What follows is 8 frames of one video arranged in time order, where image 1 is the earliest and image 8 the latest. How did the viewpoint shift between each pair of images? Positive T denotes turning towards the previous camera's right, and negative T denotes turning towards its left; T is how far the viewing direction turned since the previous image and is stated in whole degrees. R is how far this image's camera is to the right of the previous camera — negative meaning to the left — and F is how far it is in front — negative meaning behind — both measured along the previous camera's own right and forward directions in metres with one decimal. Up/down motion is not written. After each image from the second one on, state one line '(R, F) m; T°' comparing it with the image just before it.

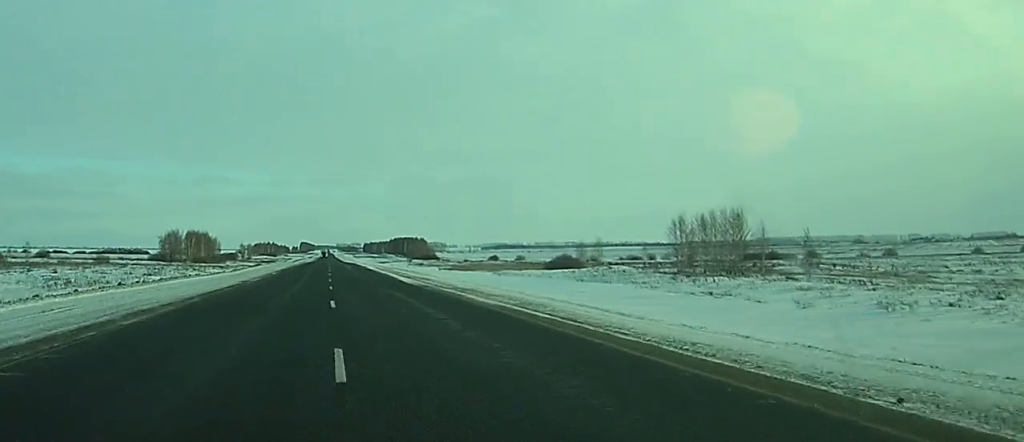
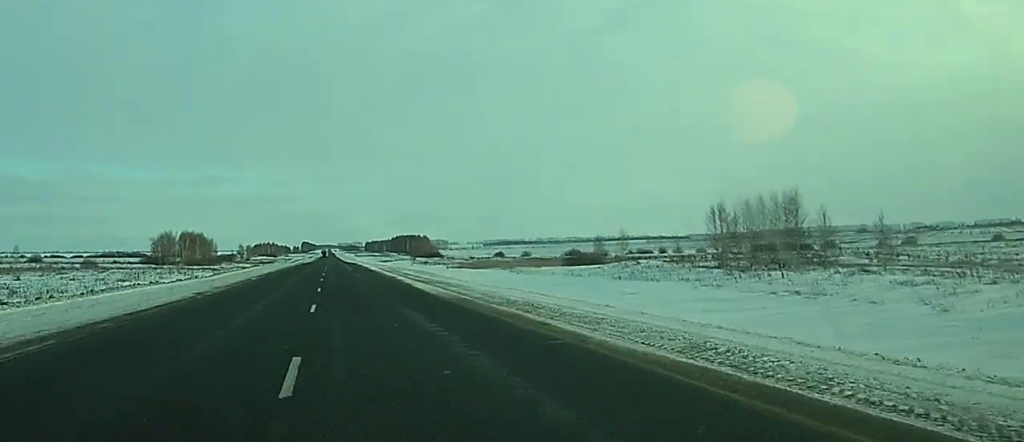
(+0.2, +12.7) m; +1°
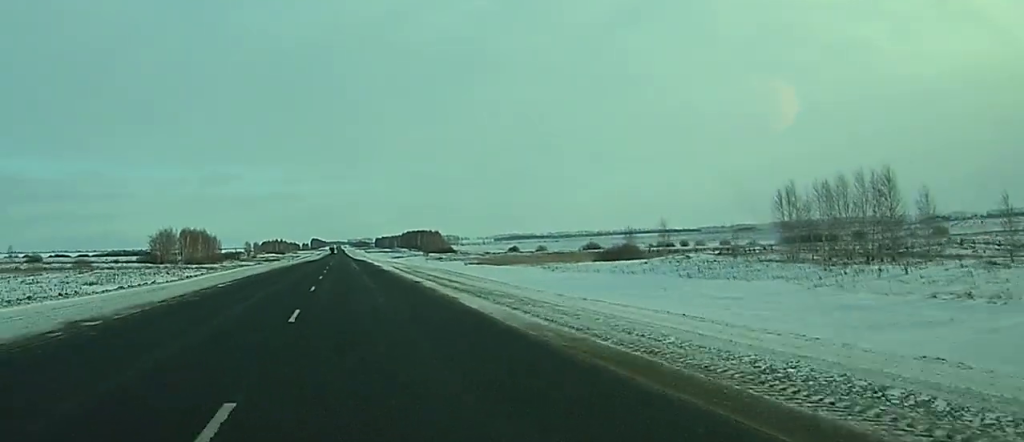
(+0.1, +14.7) m; +1°
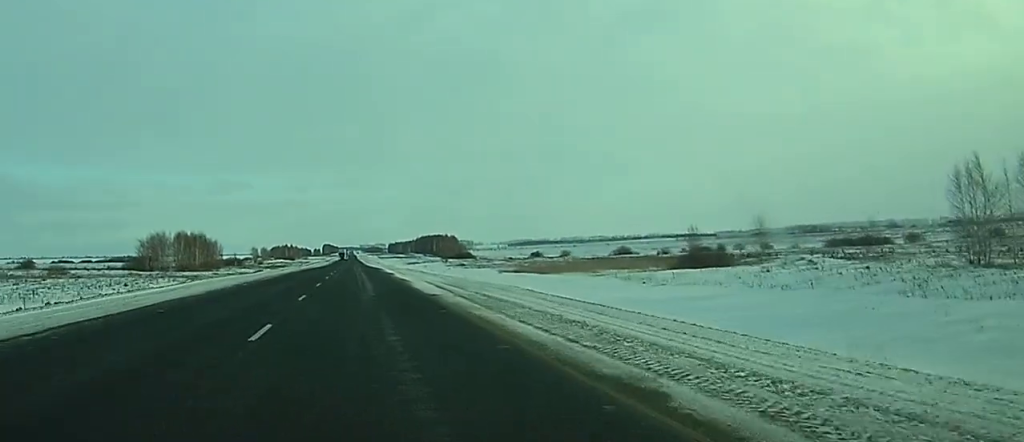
(+0.2, +27.1) m; 0°
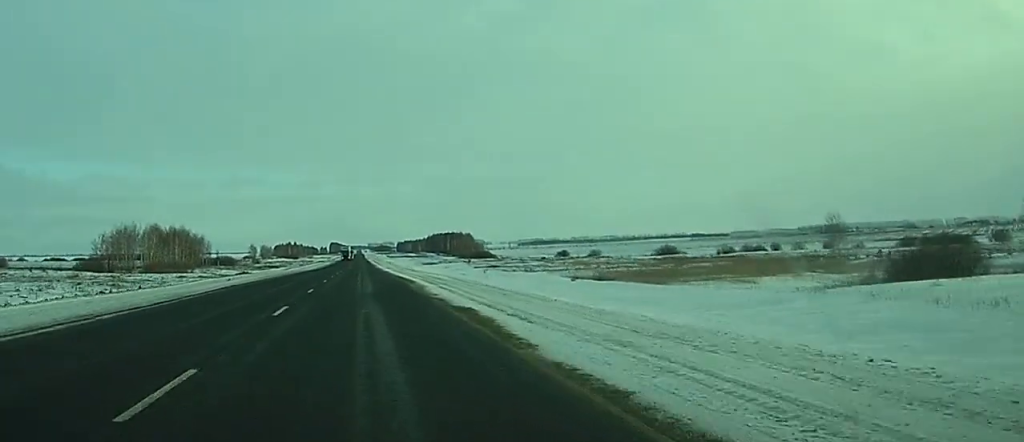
(-0.2, +42.1) m; -1°
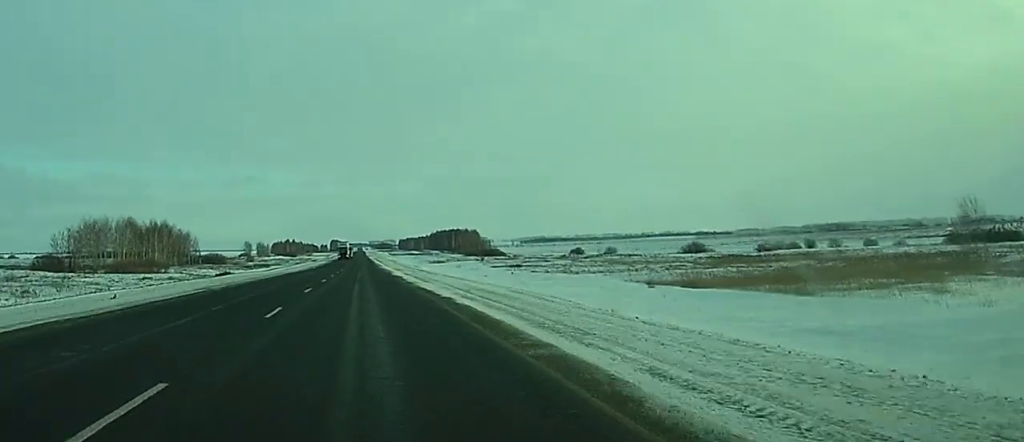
(0.0, +25.0) m; -1°
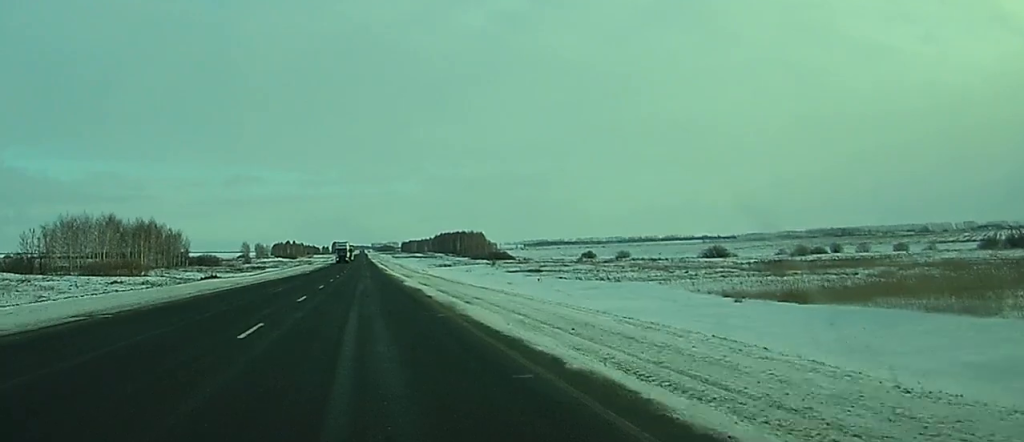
(-0.1, +15.7) m; 0°
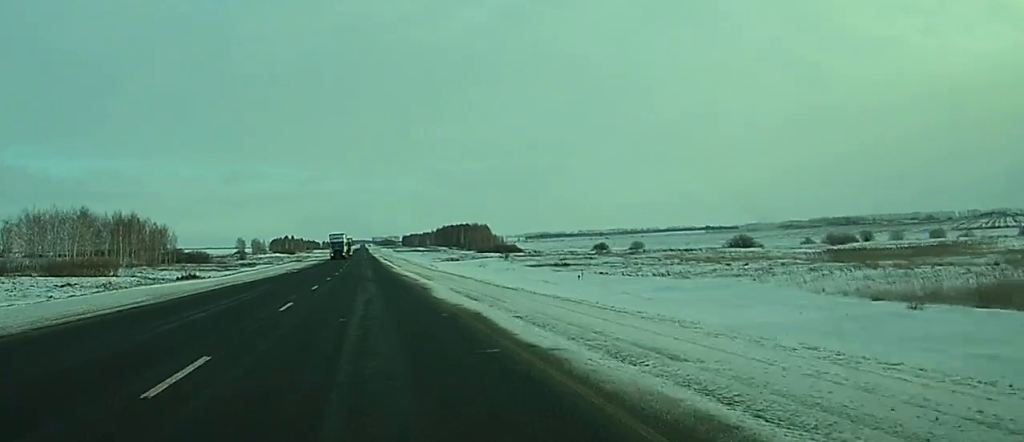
(-0.1, +17.8) m; 0°
